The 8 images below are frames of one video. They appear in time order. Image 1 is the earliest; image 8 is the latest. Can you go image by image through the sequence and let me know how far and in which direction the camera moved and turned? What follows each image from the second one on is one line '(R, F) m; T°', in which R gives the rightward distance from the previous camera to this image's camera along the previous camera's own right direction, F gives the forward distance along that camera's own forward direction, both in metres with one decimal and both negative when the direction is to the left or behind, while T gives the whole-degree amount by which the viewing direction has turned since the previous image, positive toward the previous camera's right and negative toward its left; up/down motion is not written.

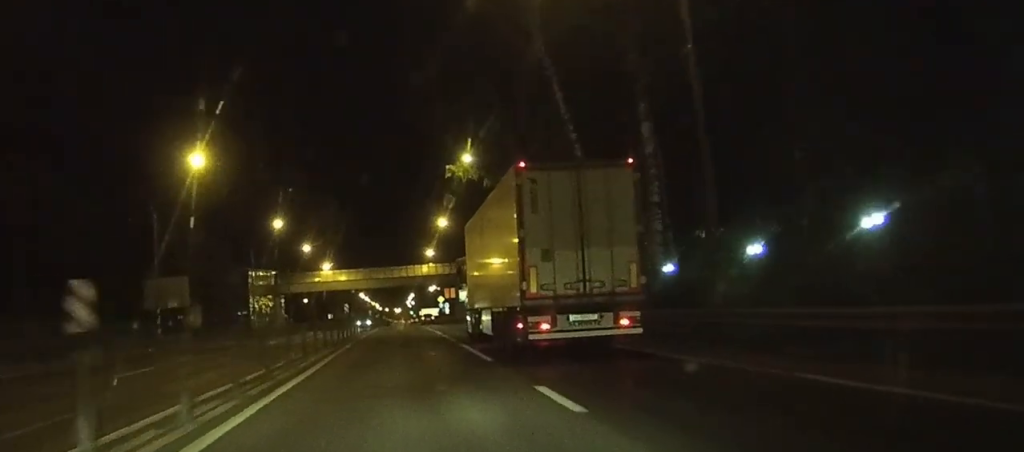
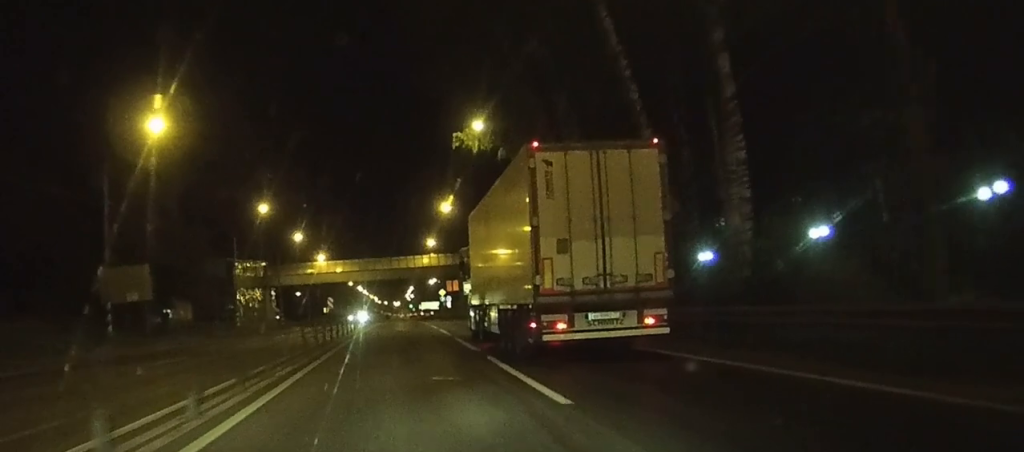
(0.0, +8.5) m; 0°
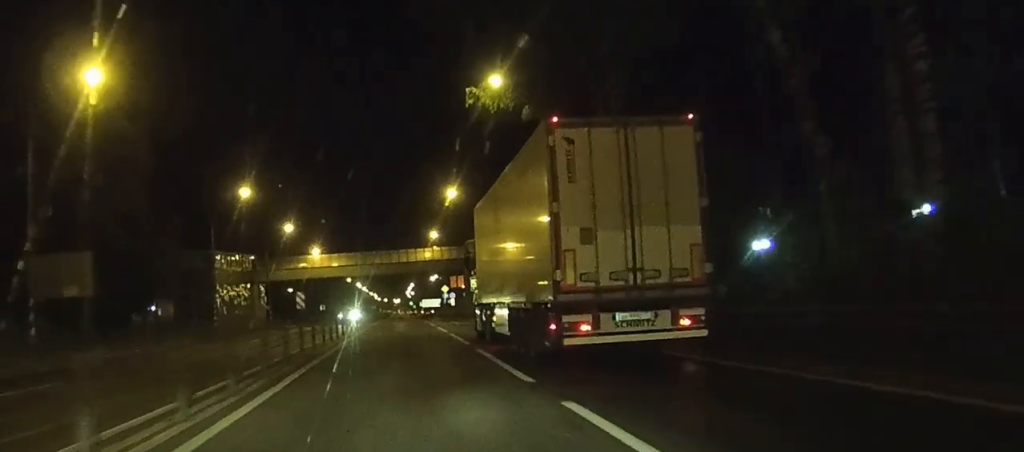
(0.0, +9.2) m; 0°
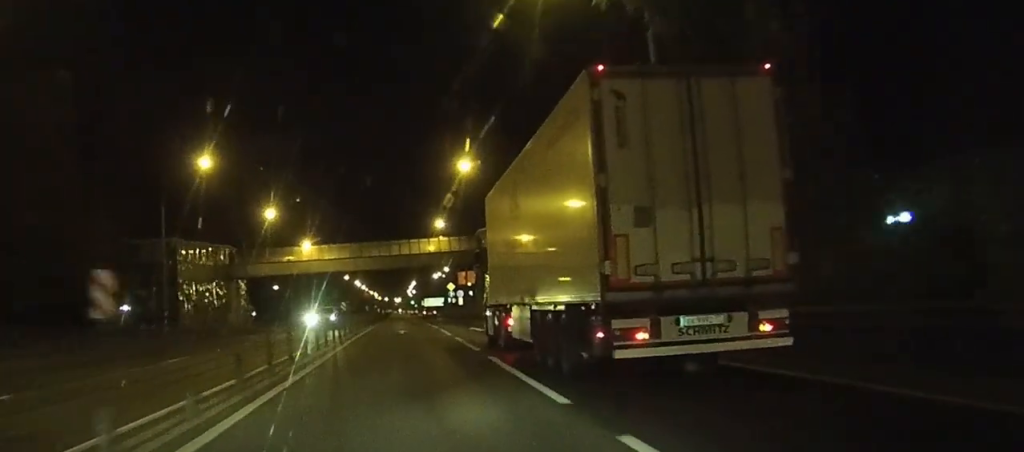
(-0.1, +14.4) m; 0°
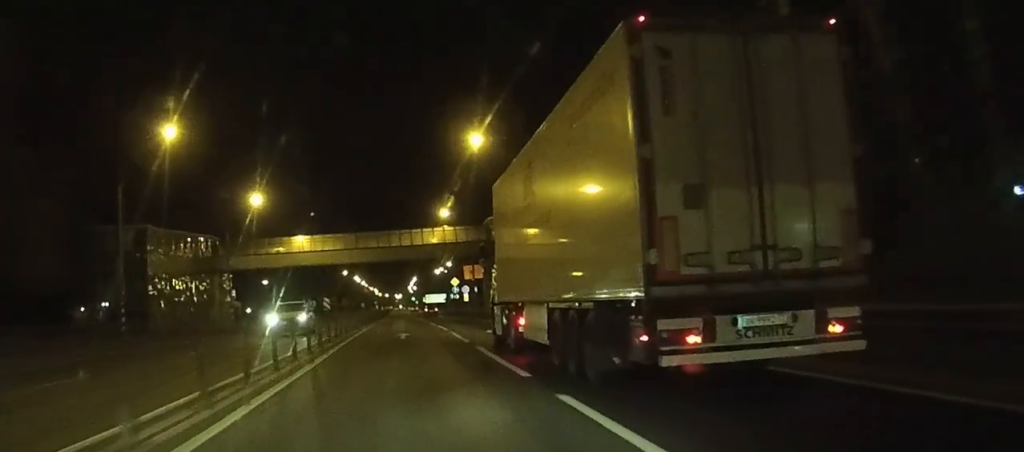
(0.0, +8.5) m; 0°
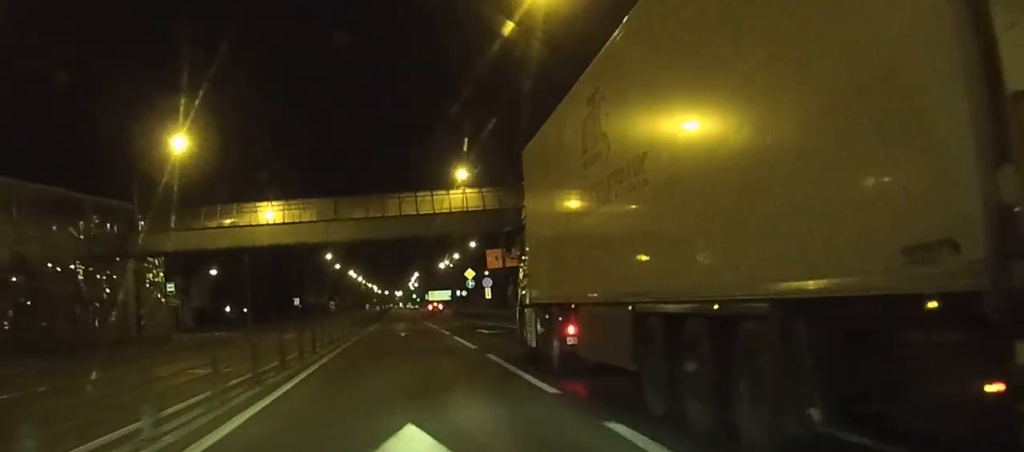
(+0.1, +26.1) m; 0°
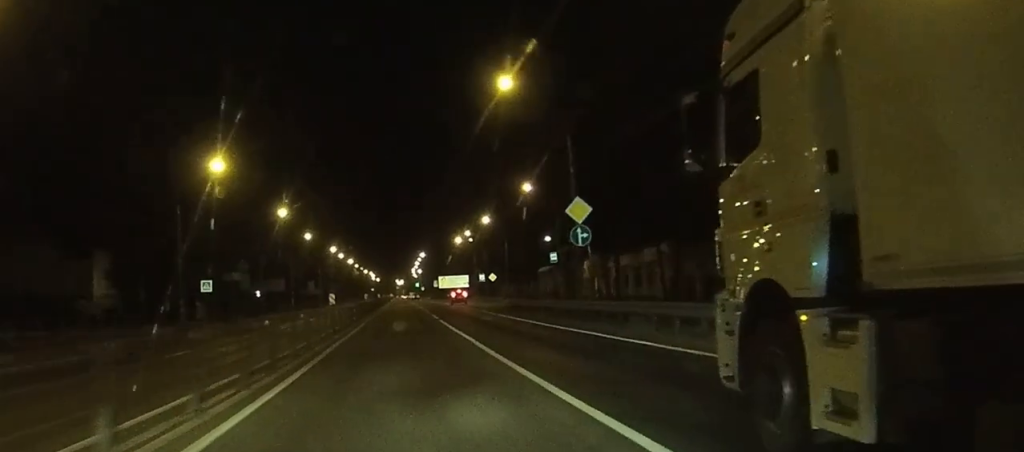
(0.0, +61.3) m; 0°
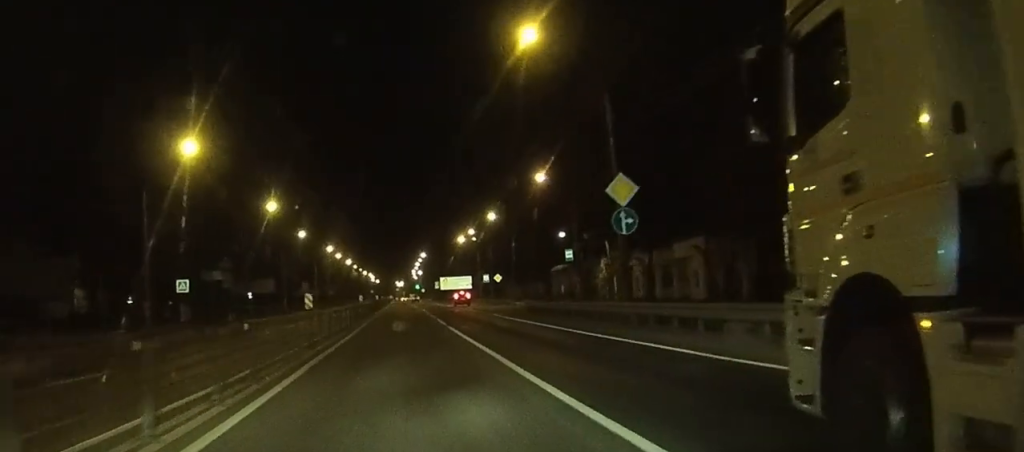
(0.0, +7.8) m; 0°
